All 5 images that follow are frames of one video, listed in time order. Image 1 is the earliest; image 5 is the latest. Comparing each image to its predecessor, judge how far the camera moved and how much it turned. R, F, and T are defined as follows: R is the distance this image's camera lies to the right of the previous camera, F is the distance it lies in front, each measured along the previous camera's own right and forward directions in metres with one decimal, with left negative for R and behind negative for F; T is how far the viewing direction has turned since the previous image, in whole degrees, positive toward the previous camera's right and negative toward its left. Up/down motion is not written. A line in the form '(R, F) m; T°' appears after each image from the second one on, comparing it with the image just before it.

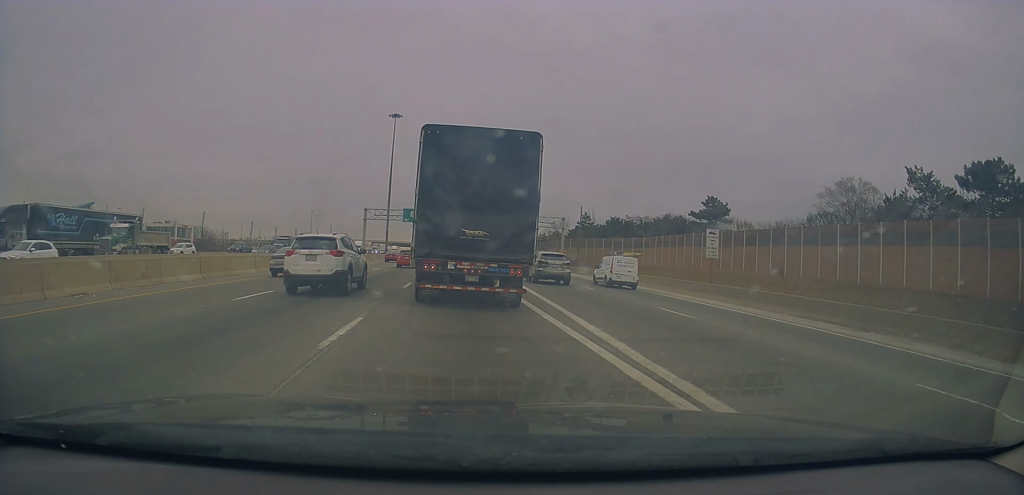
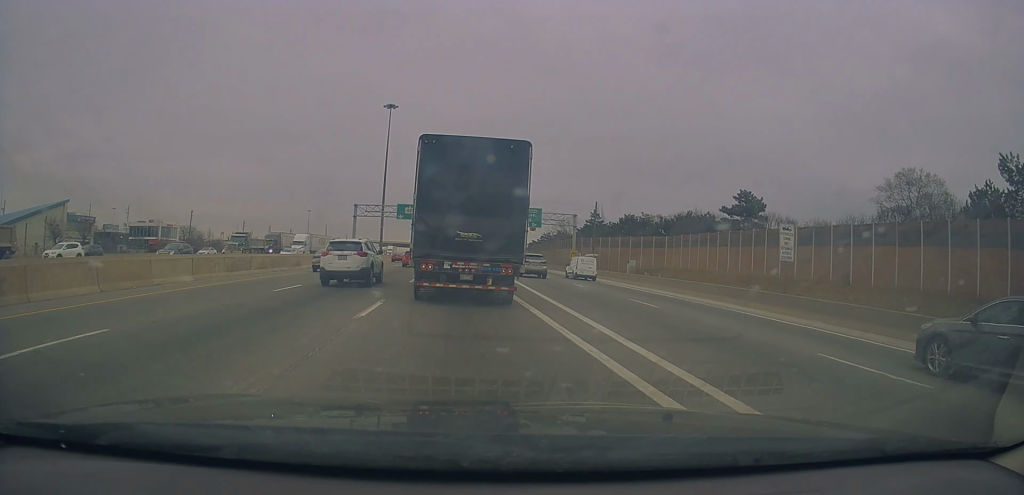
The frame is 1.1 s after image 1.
(+0.1, +8.8) m; 0°
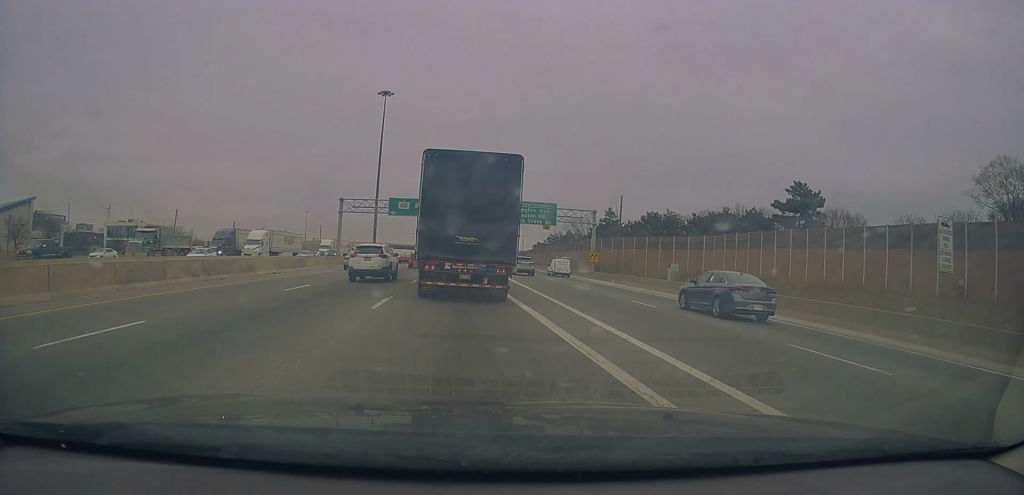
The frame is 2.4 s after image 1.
(0.0, +10.5) m; 0°
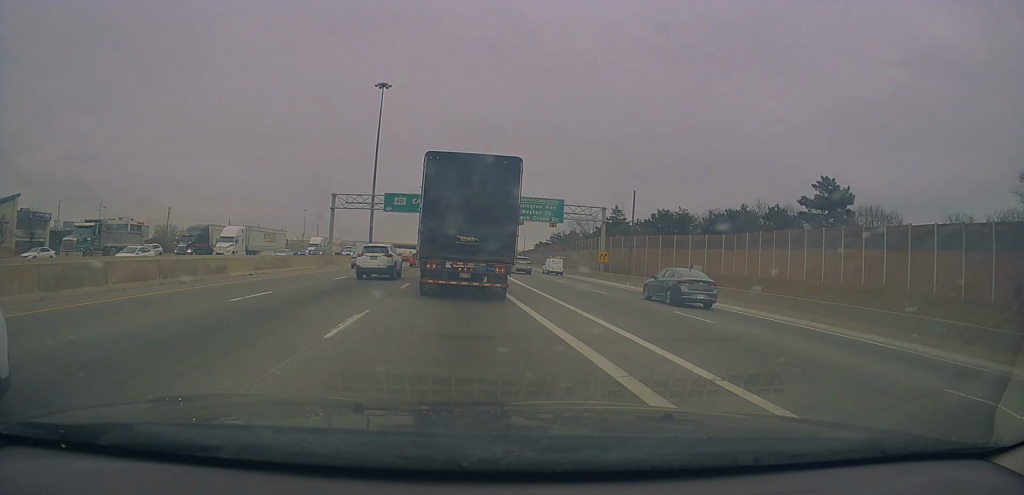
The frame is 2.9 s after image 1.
(0.0, +4.0) m; 0°
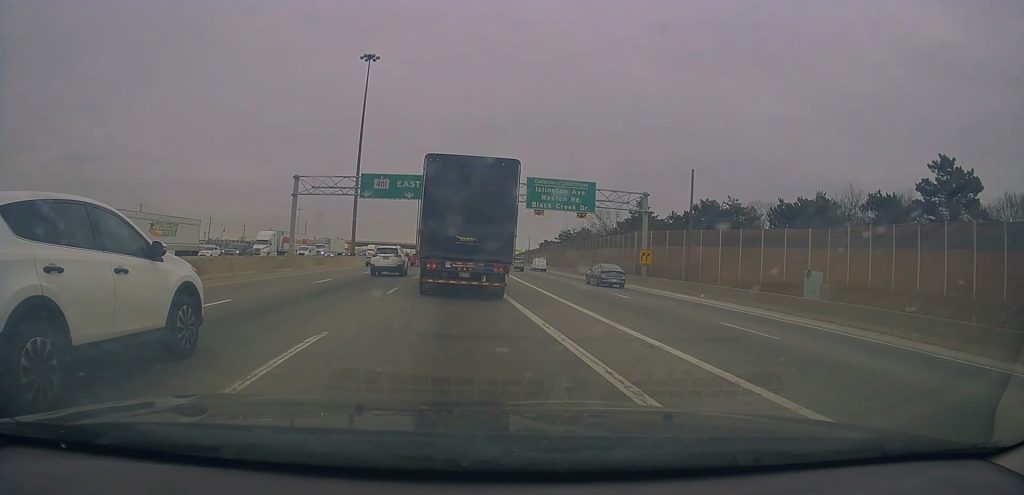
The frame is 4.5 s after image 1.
(-0.4, +13.4) m; -1°
